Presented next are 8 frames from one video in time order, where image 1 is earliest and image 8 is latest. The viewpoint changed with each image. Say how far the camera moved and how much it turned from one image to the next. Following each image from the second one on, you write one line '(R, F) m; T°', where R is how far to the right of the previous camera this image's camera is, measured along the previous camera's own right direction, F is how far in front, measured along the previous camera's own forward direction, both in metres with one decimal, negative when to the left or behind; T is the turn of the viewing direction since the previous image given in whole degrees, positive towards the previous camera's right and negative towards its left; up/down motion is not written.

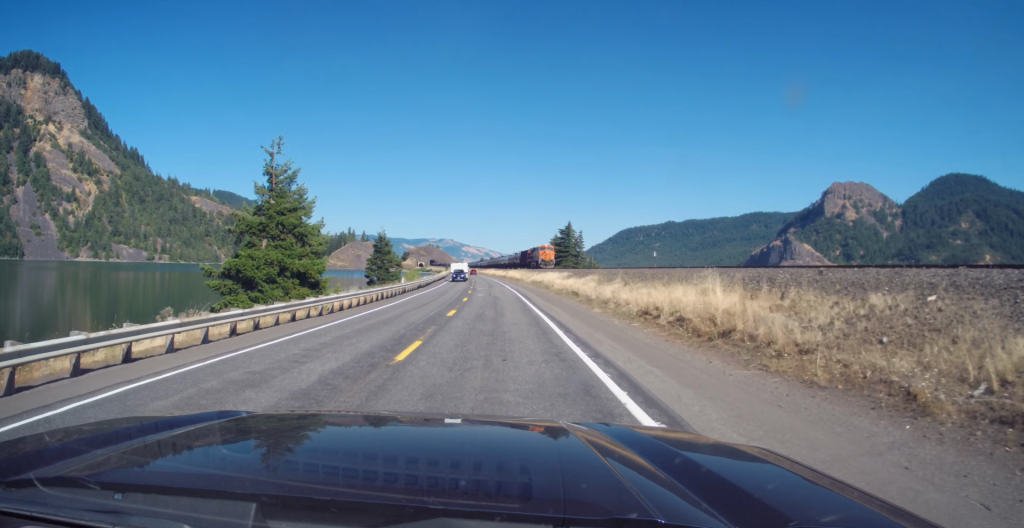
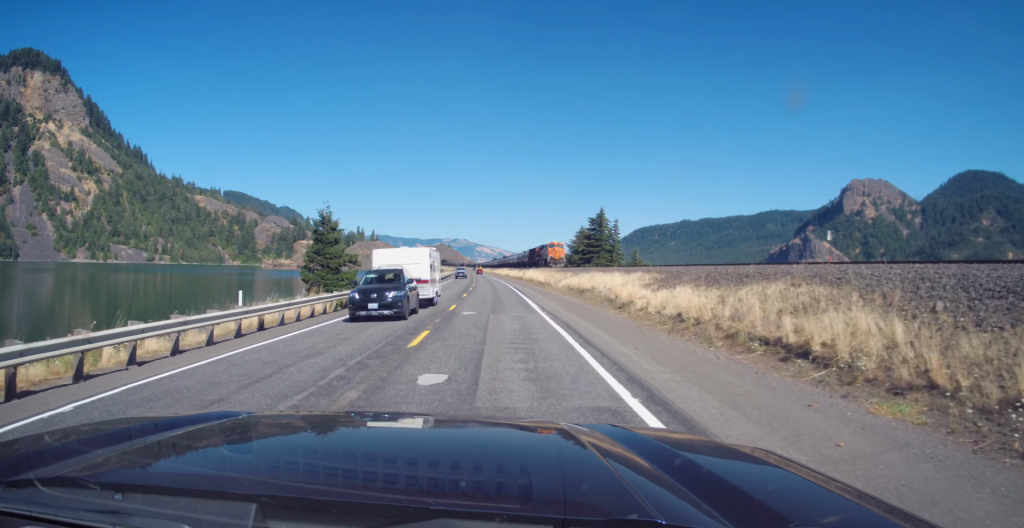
(-0.1, +34.9) m; -1°
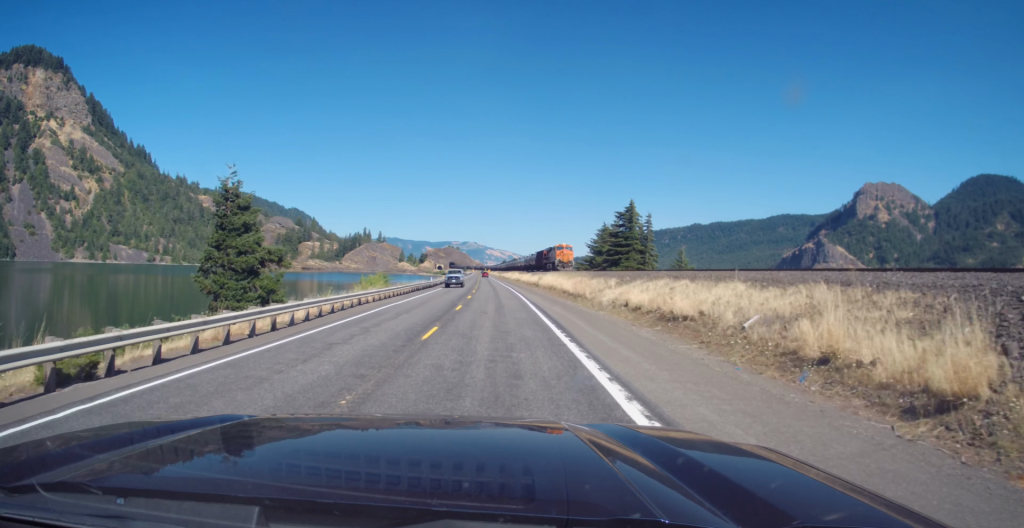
(-0.4, +22.0) m; -1°
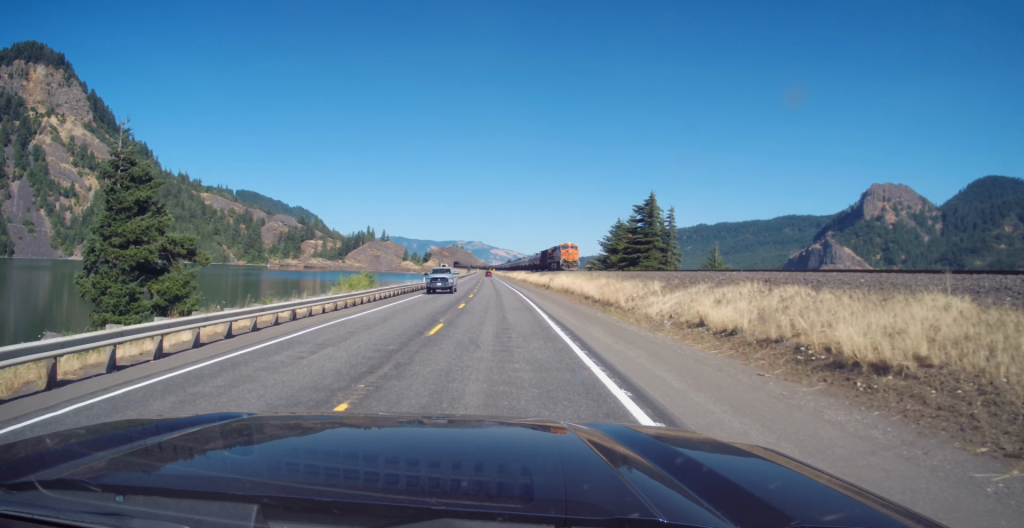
(0.0, +11.5) m; 0°
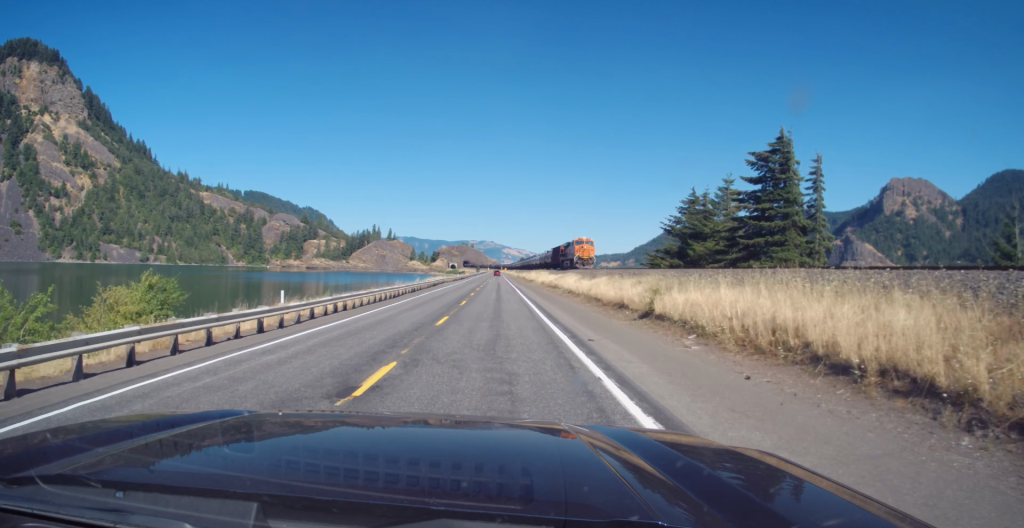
(-0.7, +44.8) m; -2°
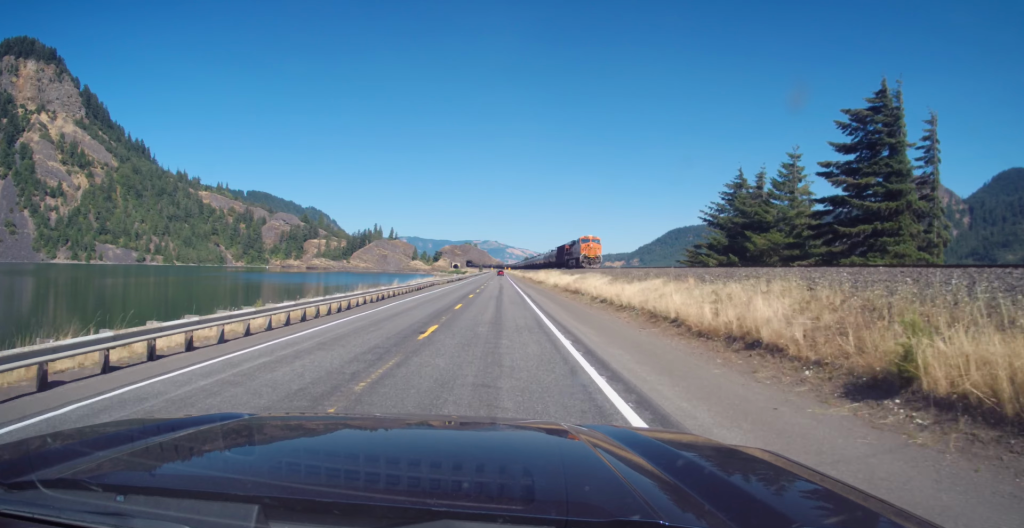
(0.0, +16.1) m; 0°
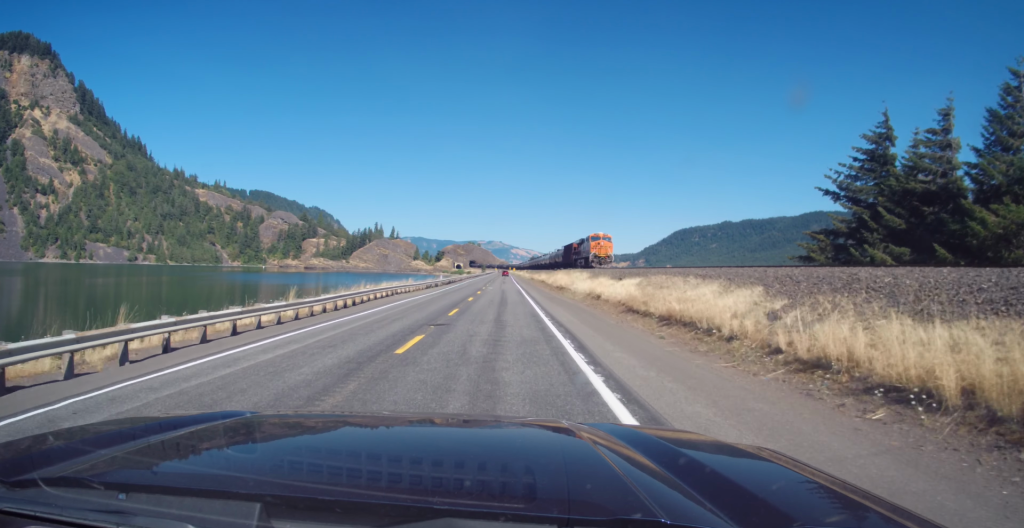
(0.0, +27.5) m; 0°
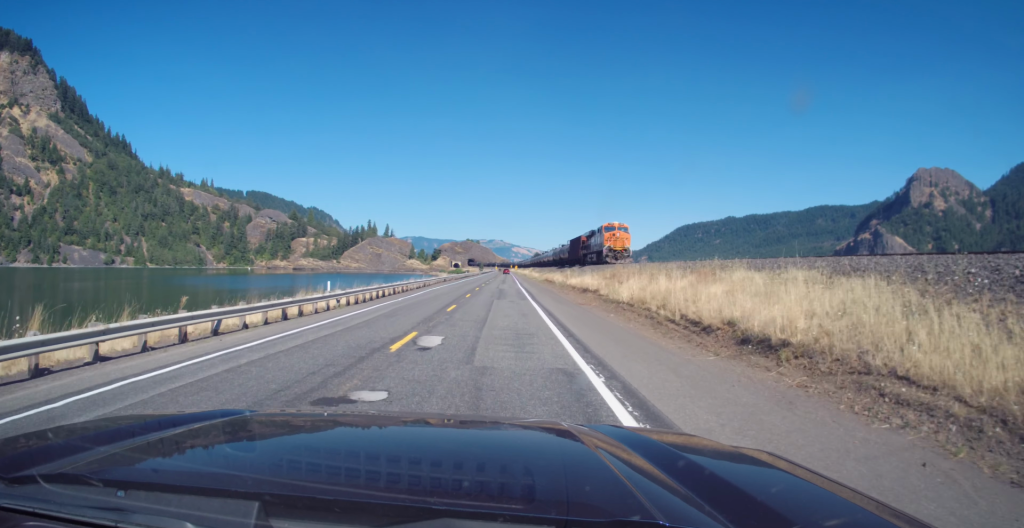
(+0.1, +47.9) m; +1°
